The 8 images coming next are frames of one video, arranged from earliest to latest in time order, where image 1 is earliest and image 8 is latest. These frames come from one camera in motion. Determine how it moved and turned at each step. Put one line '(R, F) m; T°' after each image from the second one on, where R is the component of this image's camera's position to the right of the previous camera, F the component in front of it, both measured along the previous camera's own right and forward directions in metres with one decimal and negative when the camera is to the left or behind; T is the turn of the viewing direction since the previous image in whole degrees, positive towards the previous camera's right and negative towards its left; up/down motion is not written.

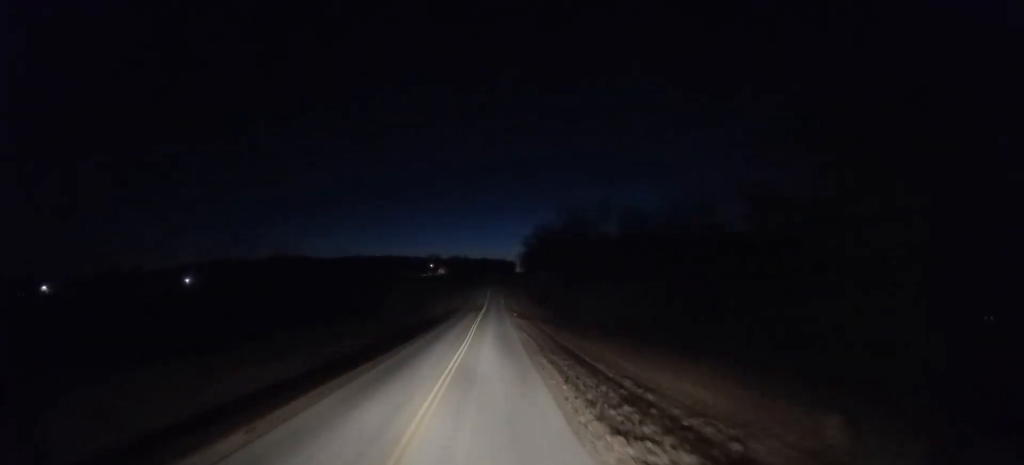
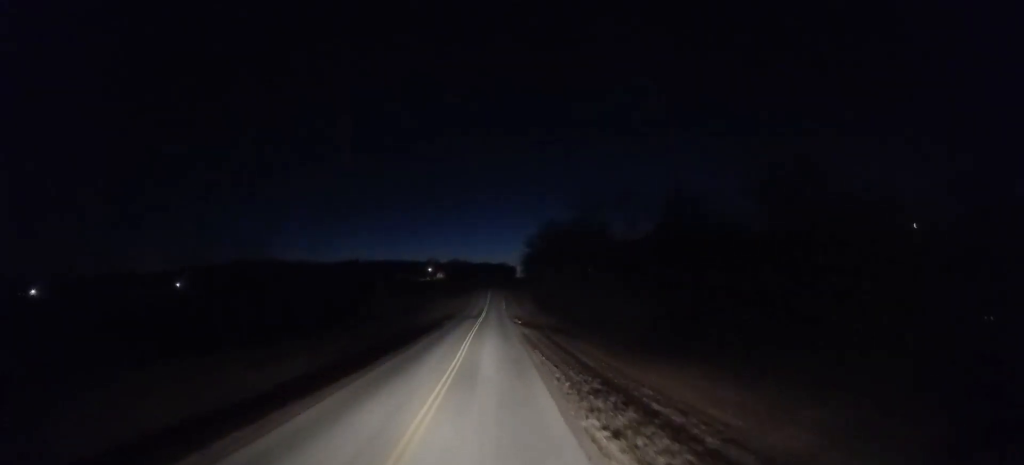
(0.0, +10.9) m; 0°
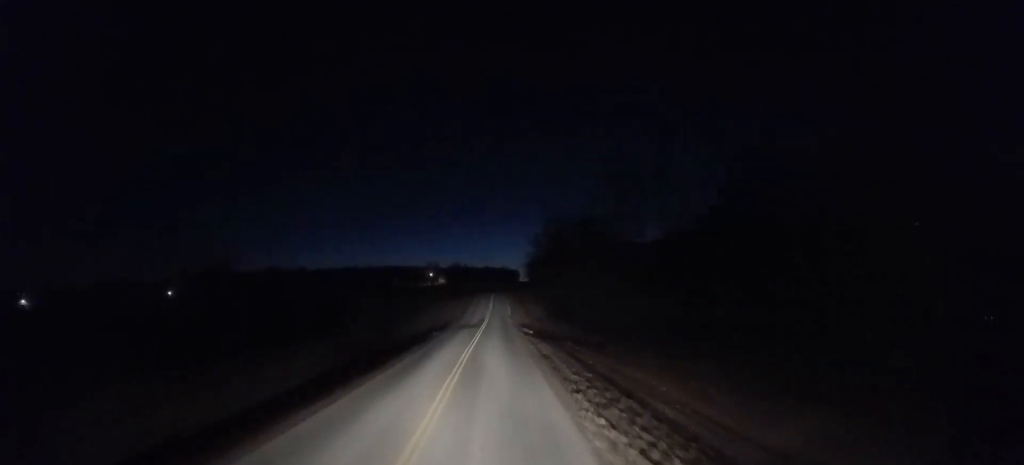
(0.0, +12.3) m; 0°
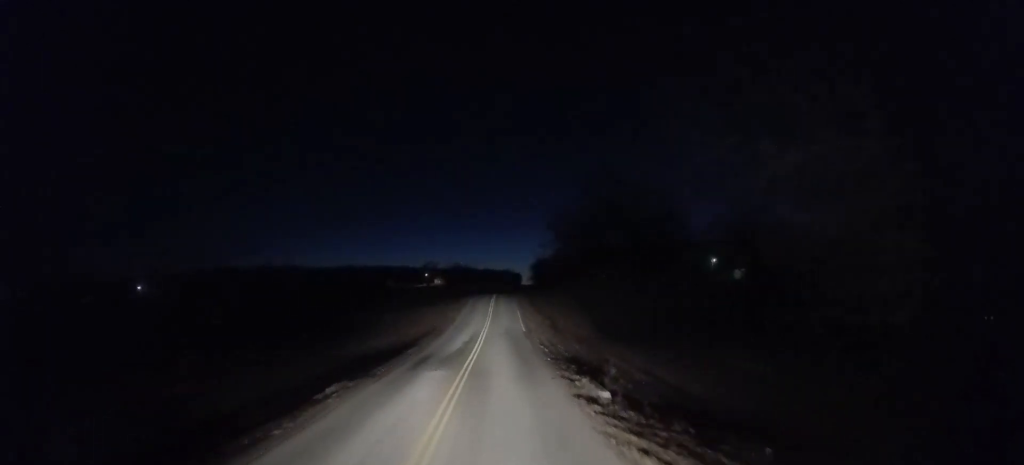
(-0.6, +30.8) m; 0°
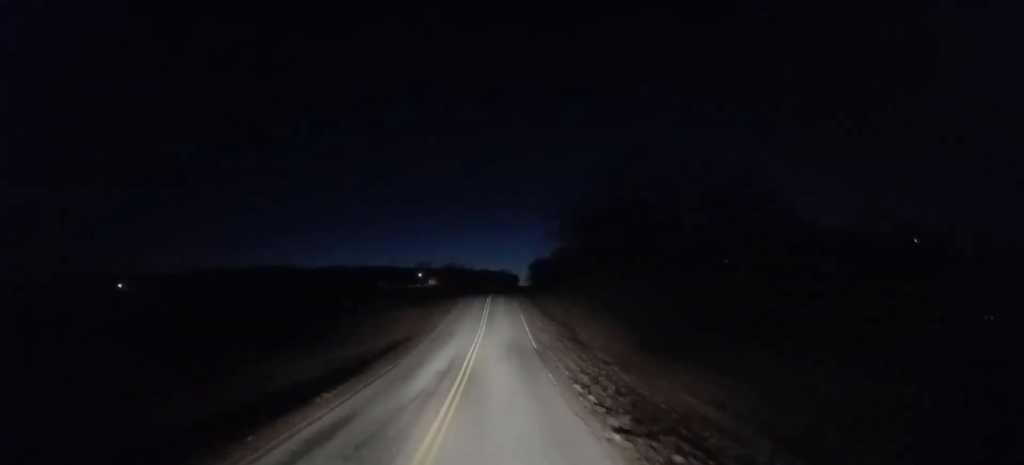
(+0.1, +14.0) m; 0°
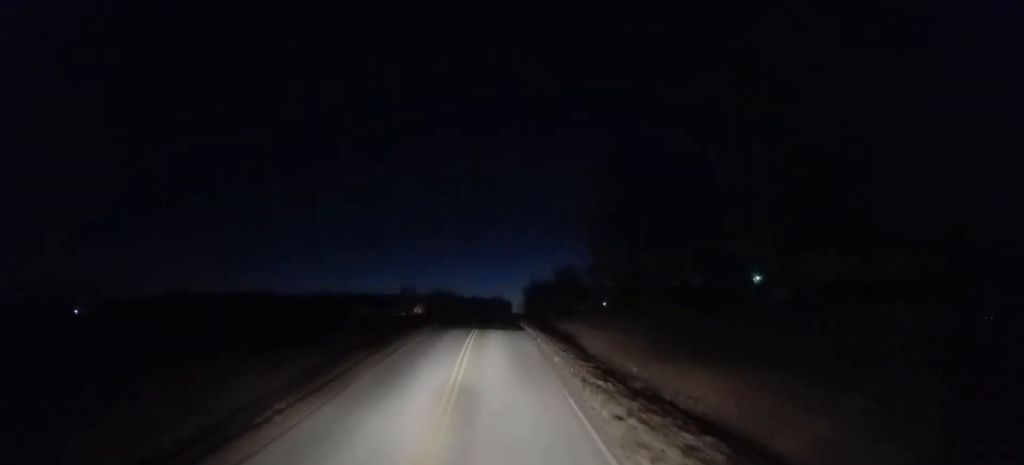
(-0.1, +29.0) m; -1°
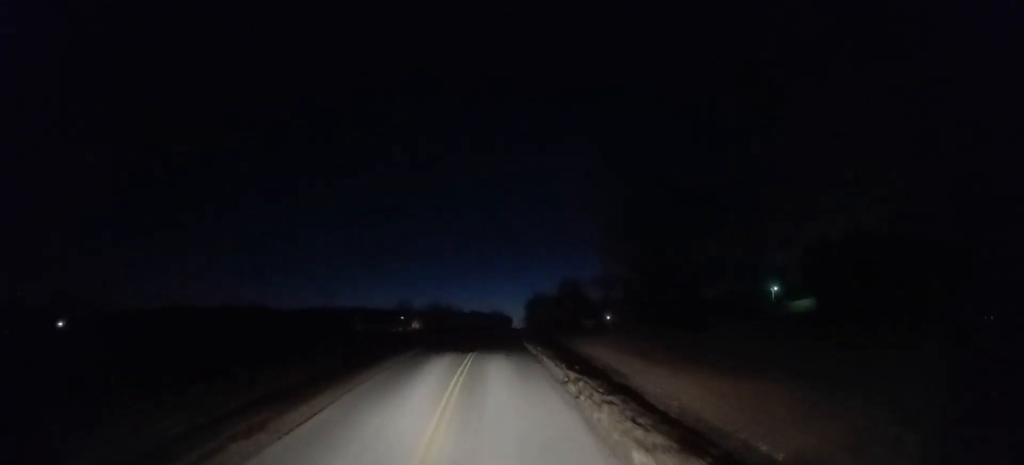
(-0.1, +10.9) m; 0°
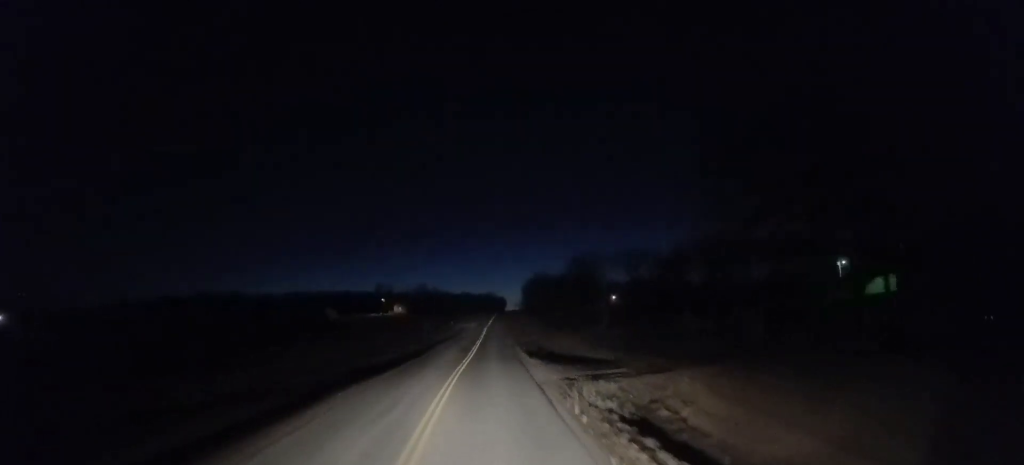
(+0.7, +35.7) m; +3°
